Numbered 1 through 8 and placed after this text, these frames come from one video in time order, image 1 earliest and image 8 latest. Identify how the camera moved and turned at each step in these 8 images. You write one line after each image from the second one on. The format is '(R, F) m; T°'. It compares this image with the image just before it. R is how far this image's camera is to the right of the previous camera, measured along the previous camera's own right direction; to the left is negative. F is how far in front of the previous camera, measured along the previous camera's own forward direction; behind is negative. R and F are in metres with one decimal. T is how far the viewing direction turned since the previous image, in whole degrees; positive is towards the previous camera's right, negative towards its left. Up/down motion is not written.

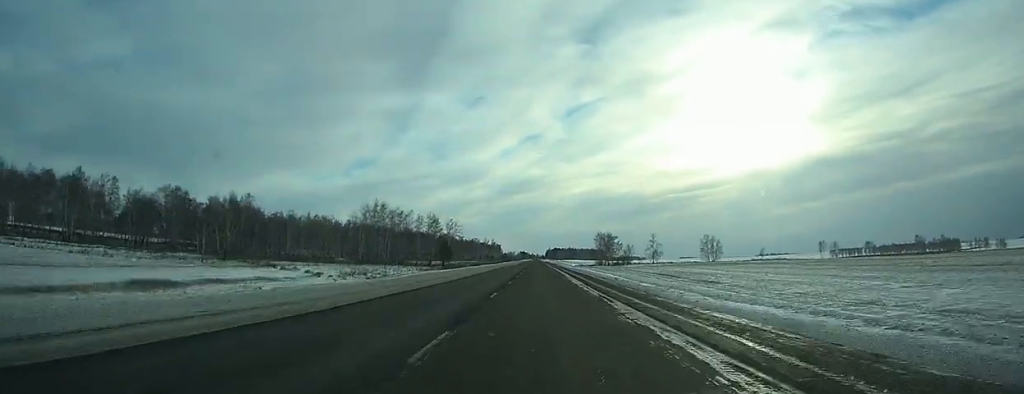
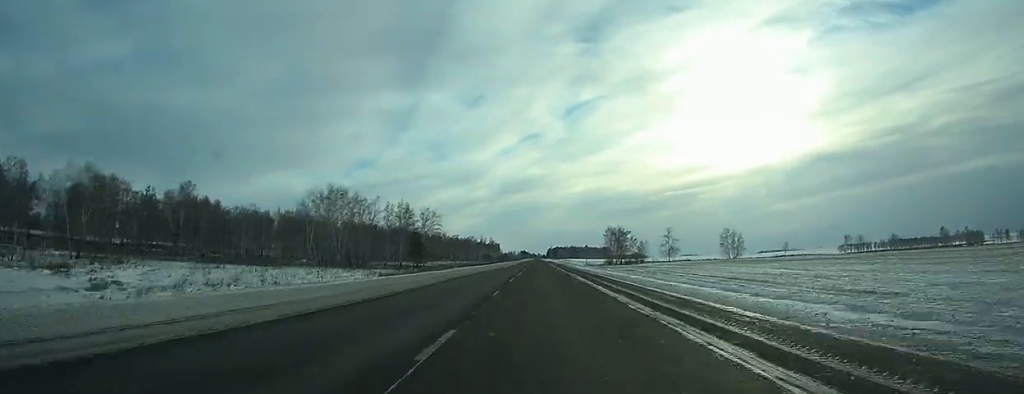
(0.0, +37.3) m; 0°
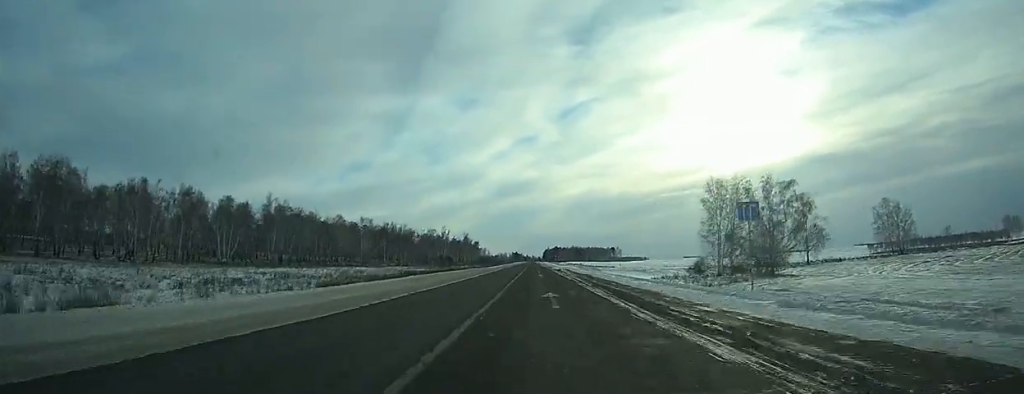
(+0.3, +153.5) m; 0°
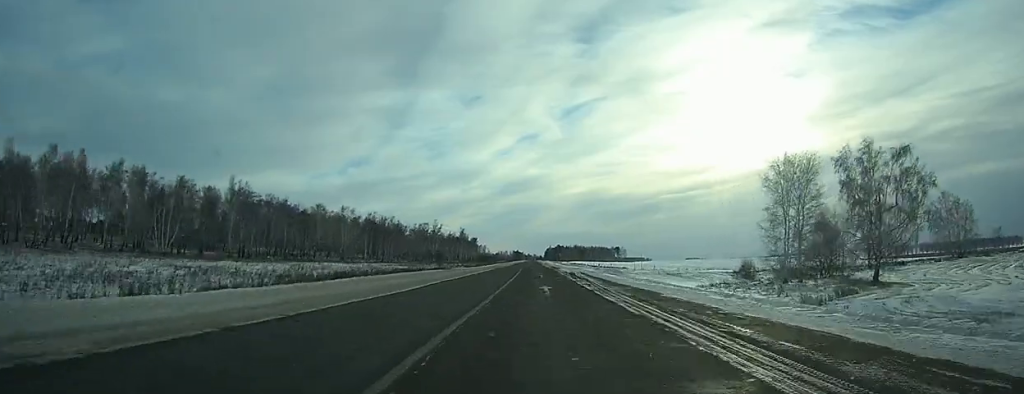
(0.0, +25.4) m; 0°
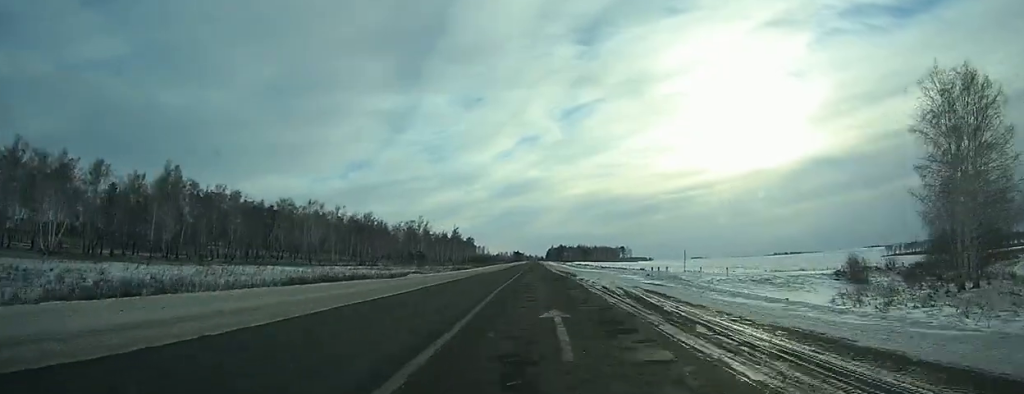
(-0.1, +30.7) m; 0°
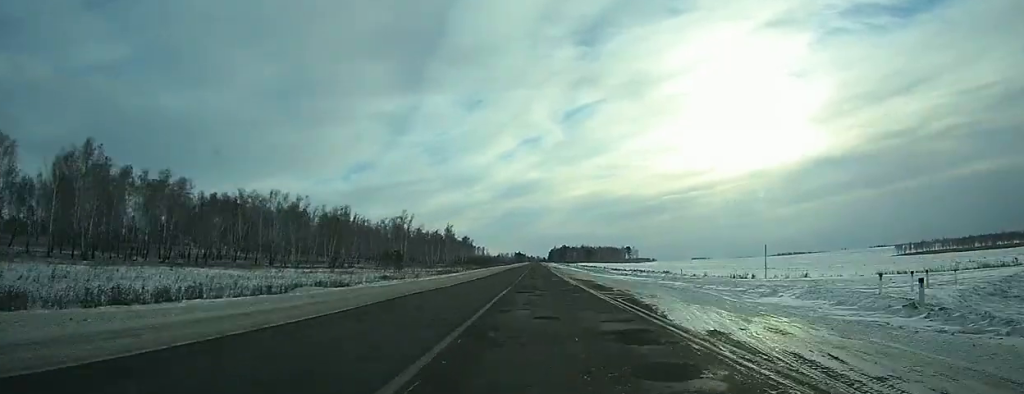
(0.0, +28.2) m; 0°
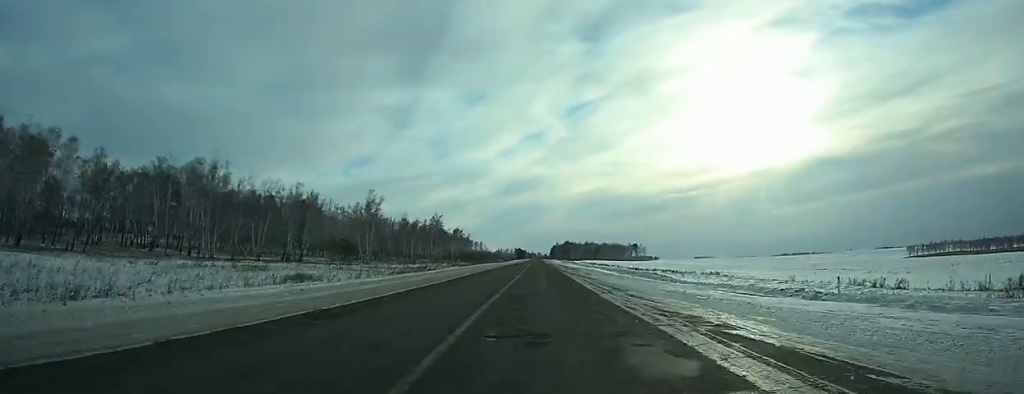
(0.0, +39.2) m; 0°
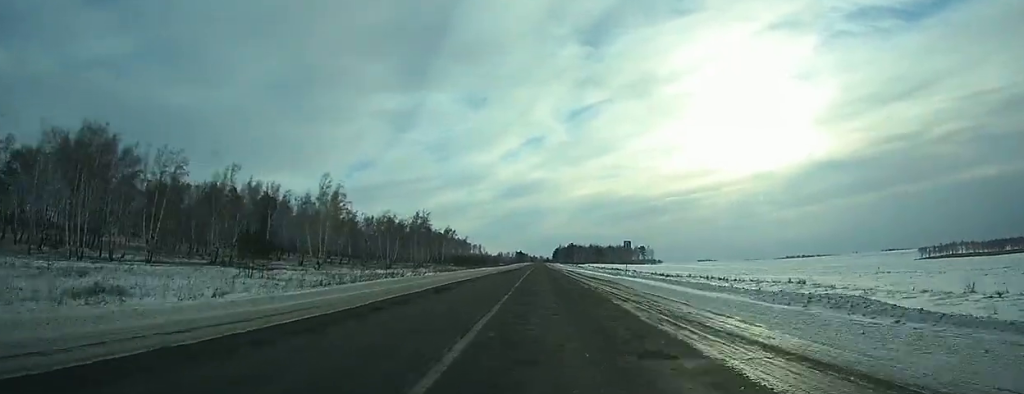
(-0.1, +32.9) m; 0°
